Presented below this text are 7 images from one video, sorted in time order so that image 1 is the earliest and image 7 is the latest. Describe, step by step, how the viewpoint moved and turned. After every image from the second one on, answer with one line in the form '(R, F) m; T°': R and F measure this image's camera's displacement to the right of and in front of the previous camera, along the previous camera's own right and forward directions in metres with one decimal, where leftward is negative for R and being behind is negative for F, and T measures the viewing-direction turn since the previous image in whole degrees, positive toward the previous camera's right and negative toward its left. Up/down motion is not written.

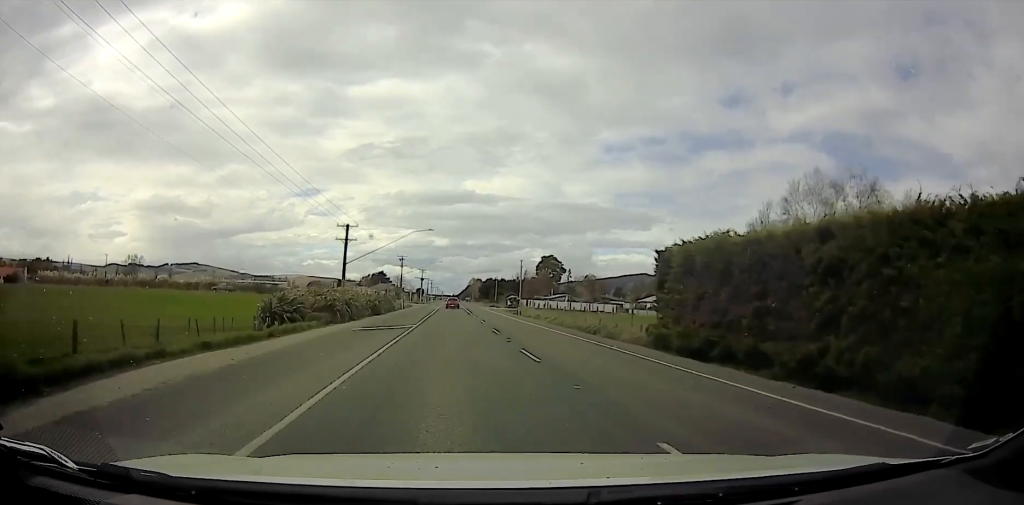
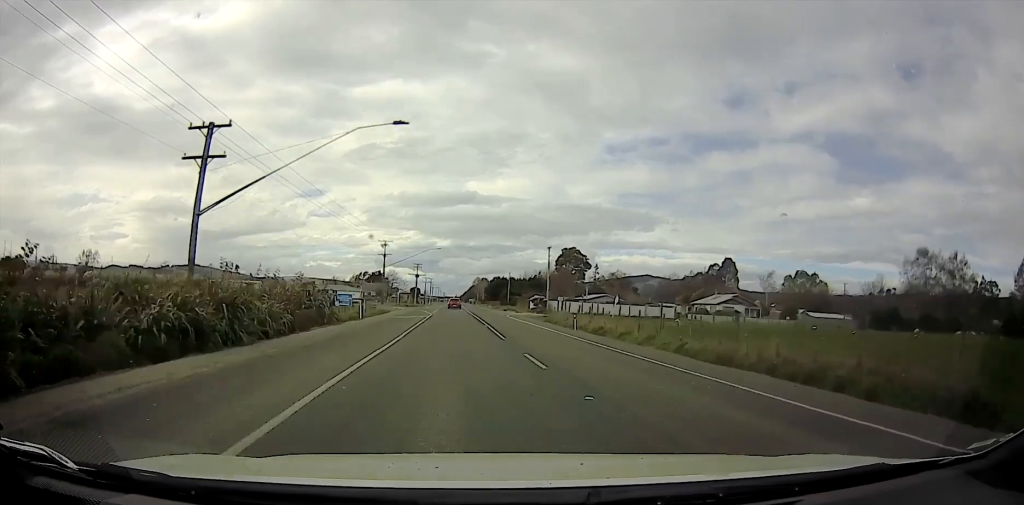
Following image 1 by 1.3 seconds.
(0.0, +23.4) m; +1°
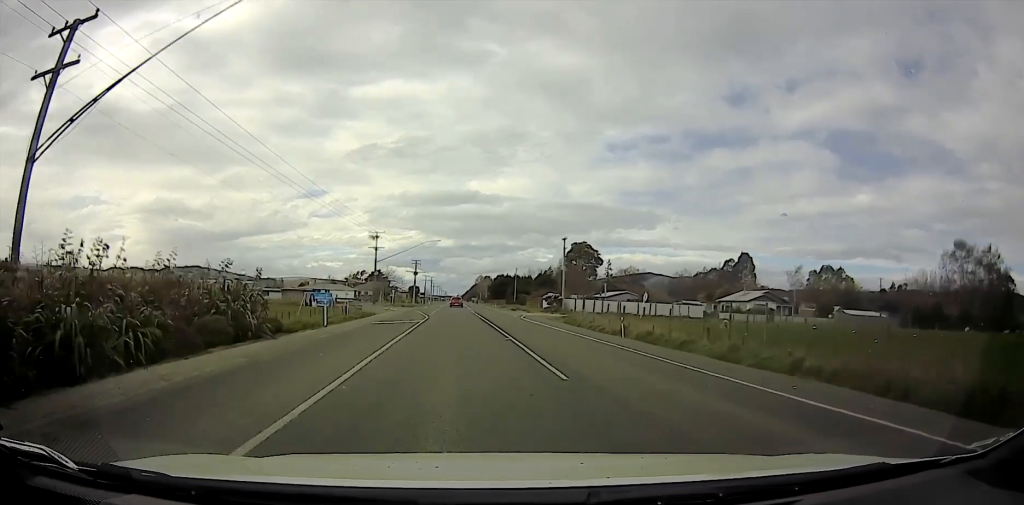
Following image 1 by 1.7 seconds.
(+0.1, +7.0) m; +1°
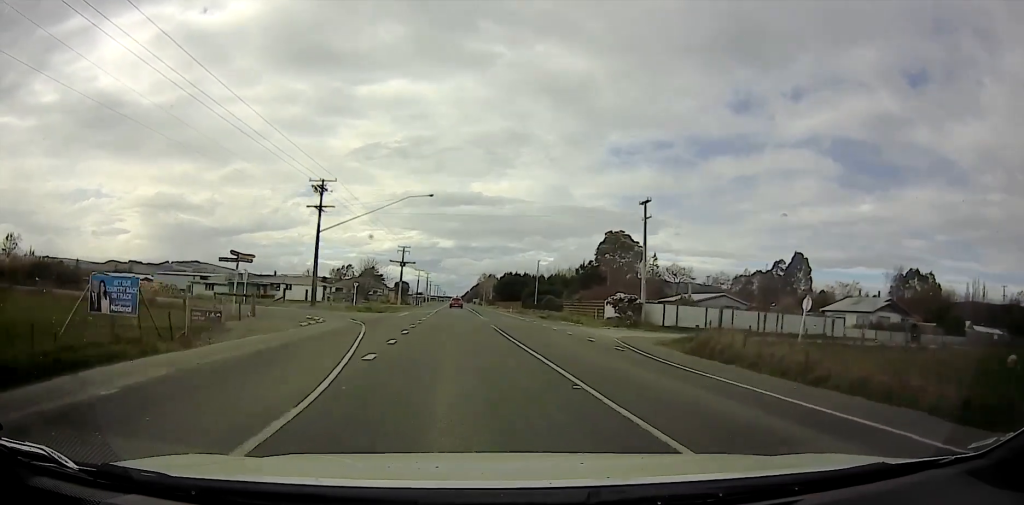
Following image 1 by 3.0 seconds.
(+0.3, +20.5) m; +1°
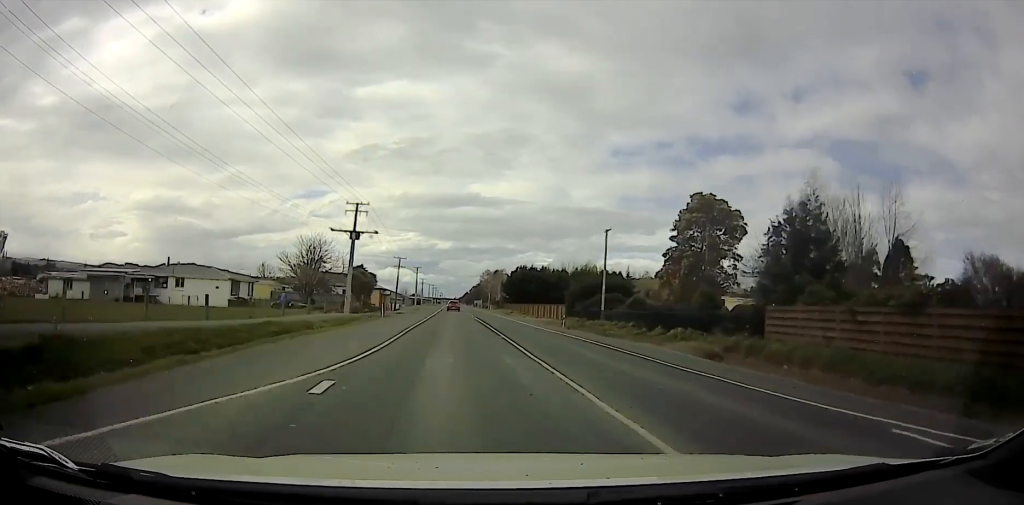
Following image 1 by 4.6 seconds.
(+0.1, +29.3) m; -1°
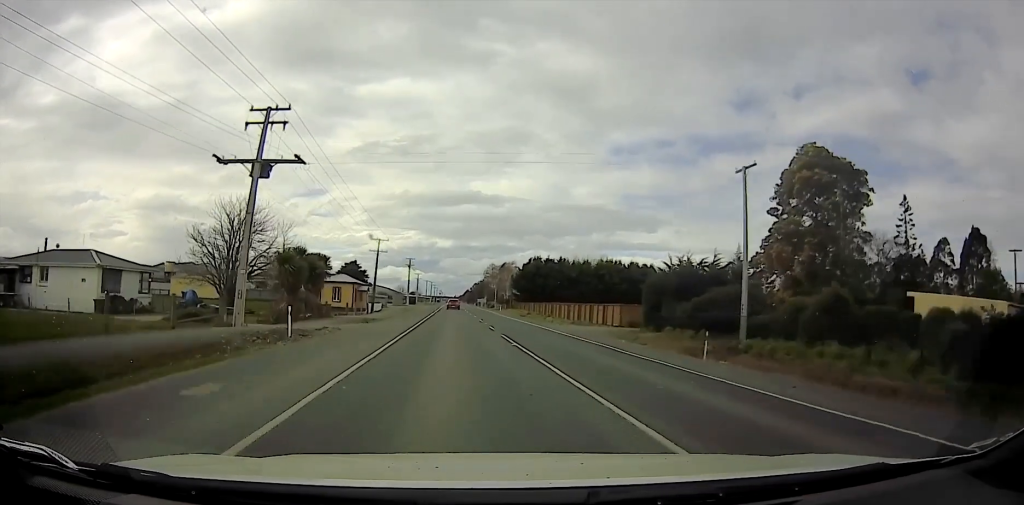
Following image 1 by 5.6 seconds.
(-0.3, +20.9) m; -1°
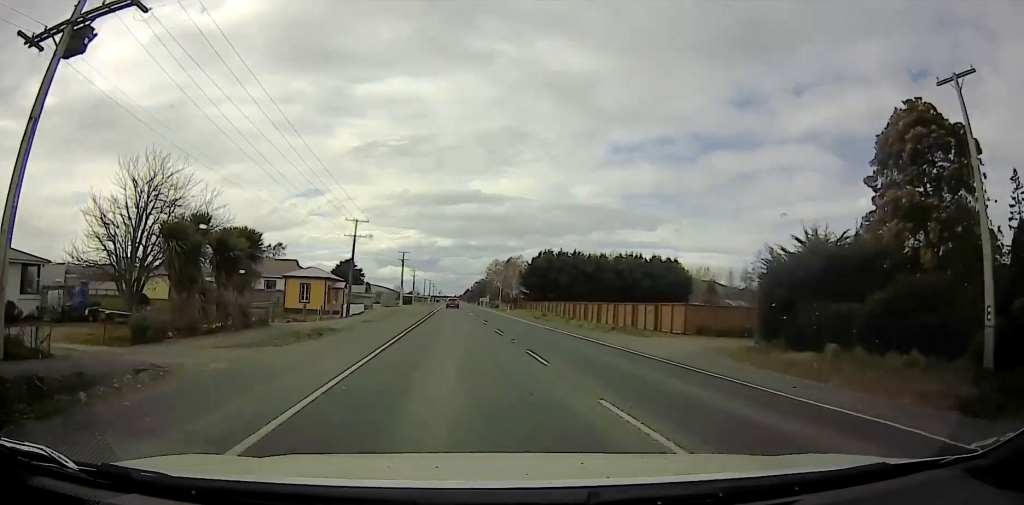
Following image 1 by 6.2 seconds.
(-0.4, +13.6) m; 0°
